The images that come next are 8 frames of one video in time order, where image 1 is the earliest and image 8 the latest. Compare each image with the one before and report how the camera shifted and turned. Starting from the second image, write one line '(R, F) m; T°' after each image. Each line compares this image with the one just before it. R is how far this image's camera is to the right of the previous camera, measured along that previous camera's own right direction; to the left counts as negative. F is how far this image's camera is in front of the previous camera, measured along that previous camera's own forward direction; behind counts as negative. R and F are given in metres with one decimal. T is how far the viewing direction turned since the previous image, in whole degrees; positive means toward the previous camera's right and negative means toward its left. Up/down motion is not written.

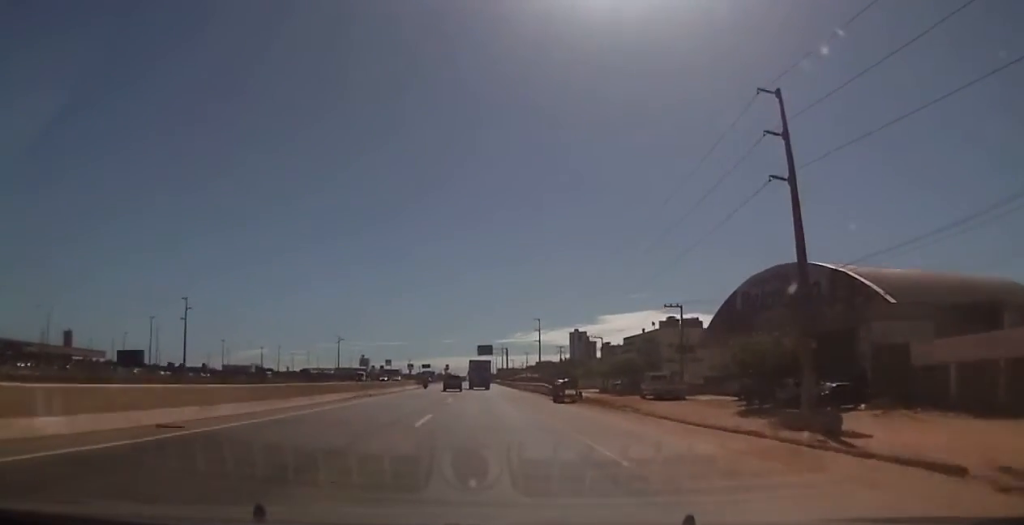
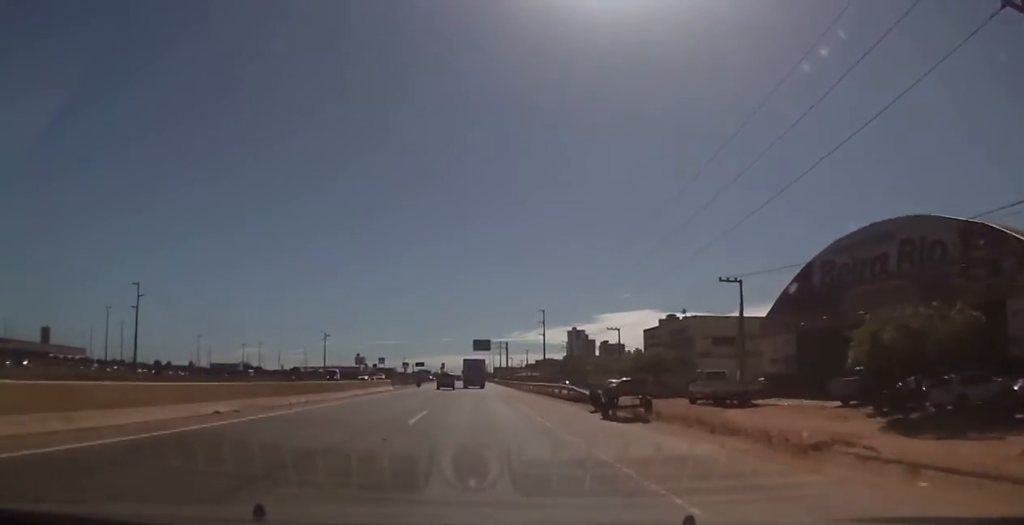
(+0.2, +16.0) m; +1°
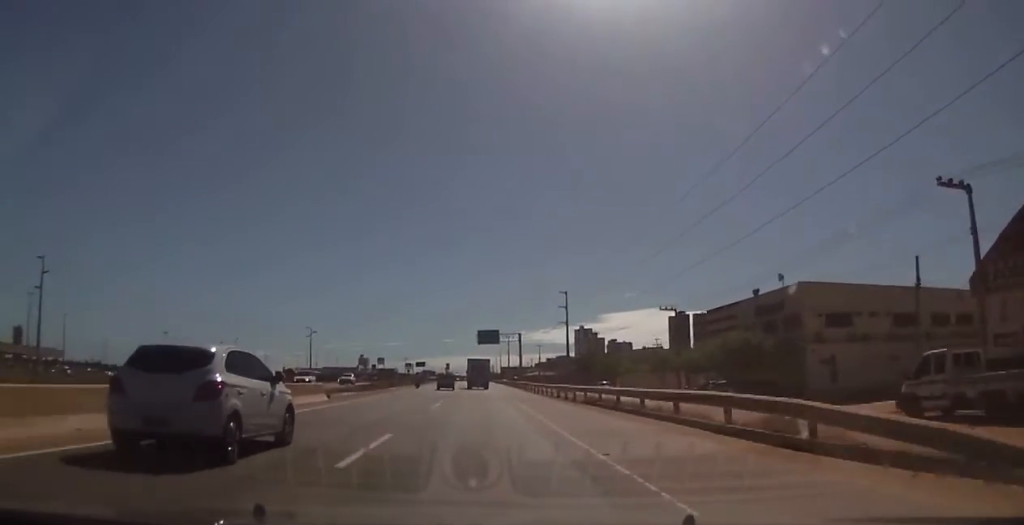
(-0.3, +25.2) m; -2°
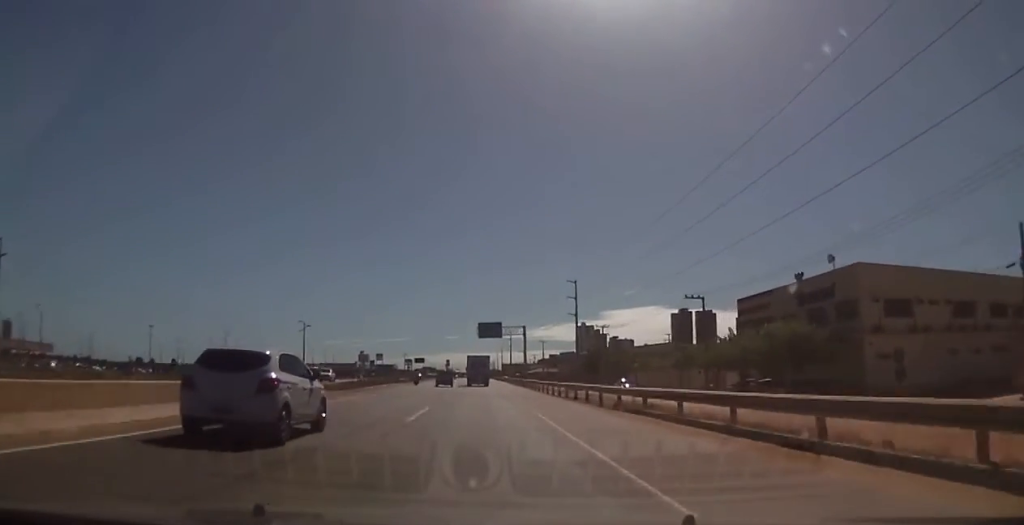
(0.0, +8.3) m; 0°
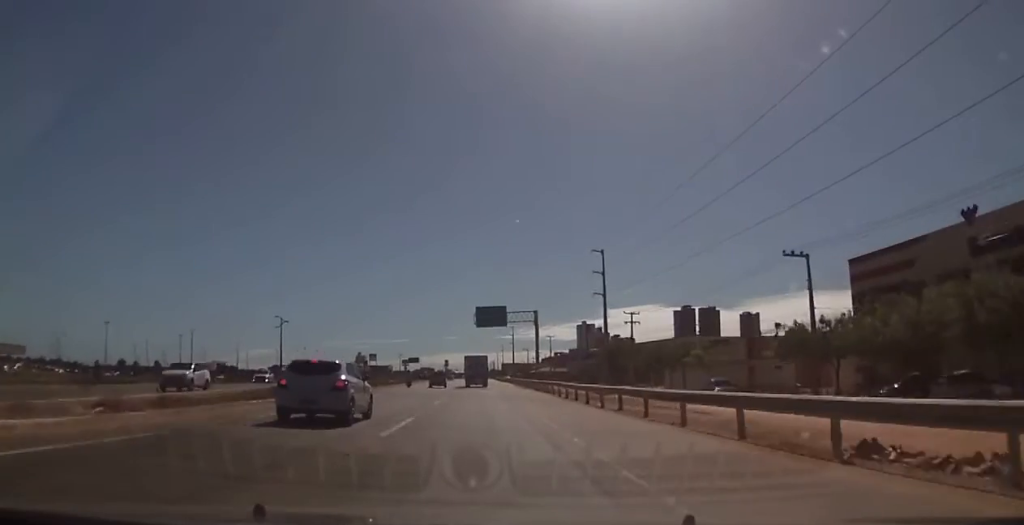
(+0.3, +20.7) m; +1°
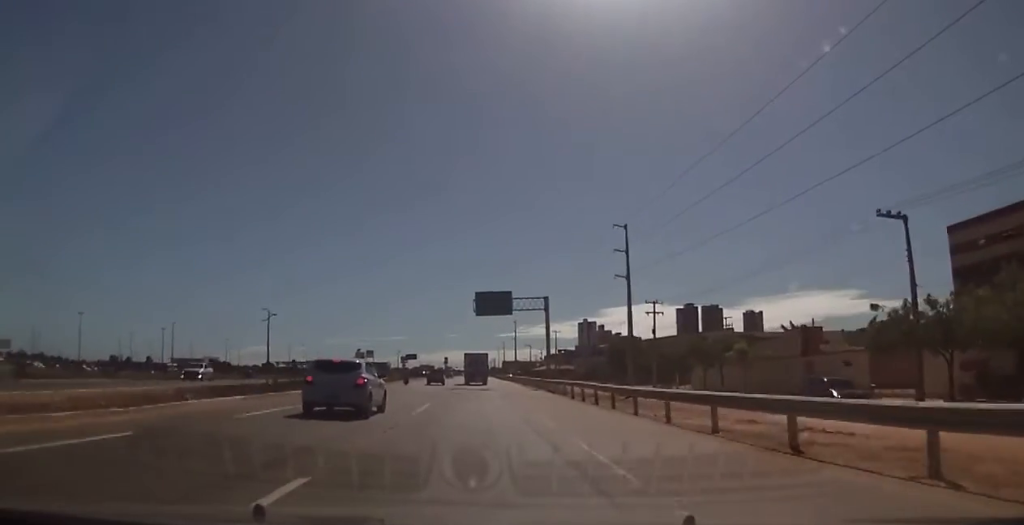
(0.0, +10.5) m; 0°
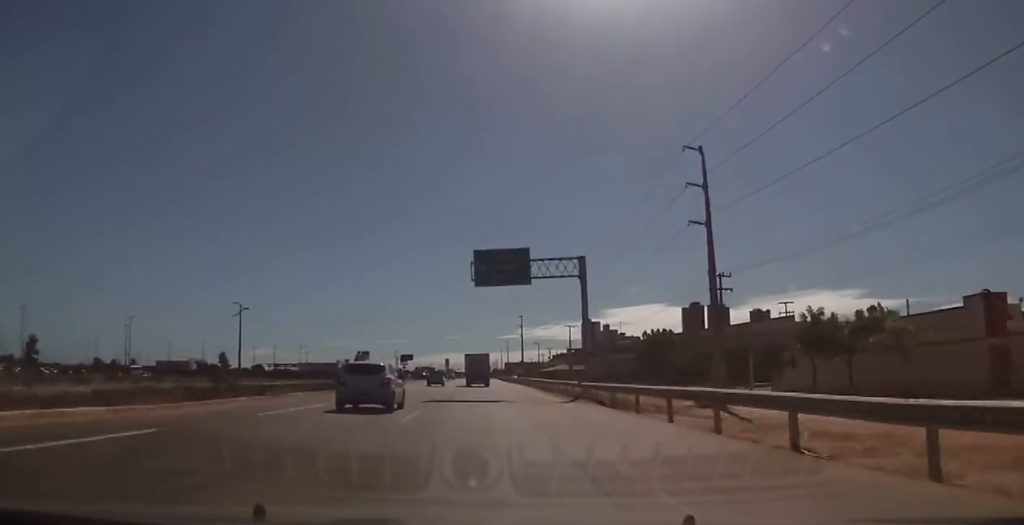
(0.0, +20.0) m; -1°
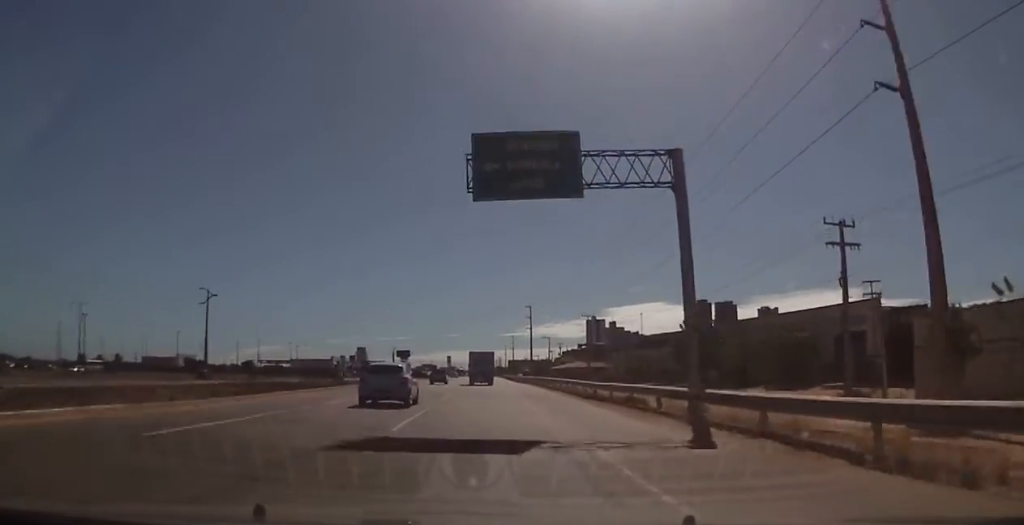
(-0.3, +18.7) m; -1°
